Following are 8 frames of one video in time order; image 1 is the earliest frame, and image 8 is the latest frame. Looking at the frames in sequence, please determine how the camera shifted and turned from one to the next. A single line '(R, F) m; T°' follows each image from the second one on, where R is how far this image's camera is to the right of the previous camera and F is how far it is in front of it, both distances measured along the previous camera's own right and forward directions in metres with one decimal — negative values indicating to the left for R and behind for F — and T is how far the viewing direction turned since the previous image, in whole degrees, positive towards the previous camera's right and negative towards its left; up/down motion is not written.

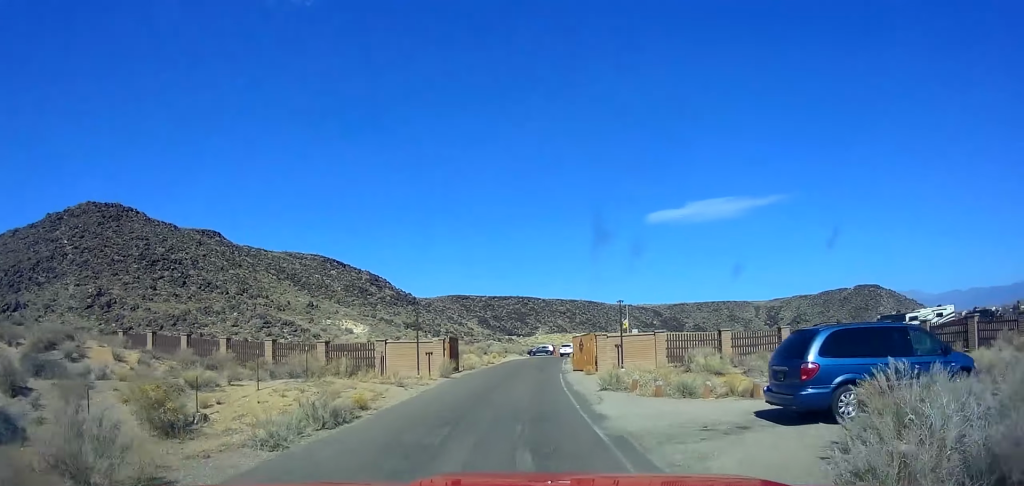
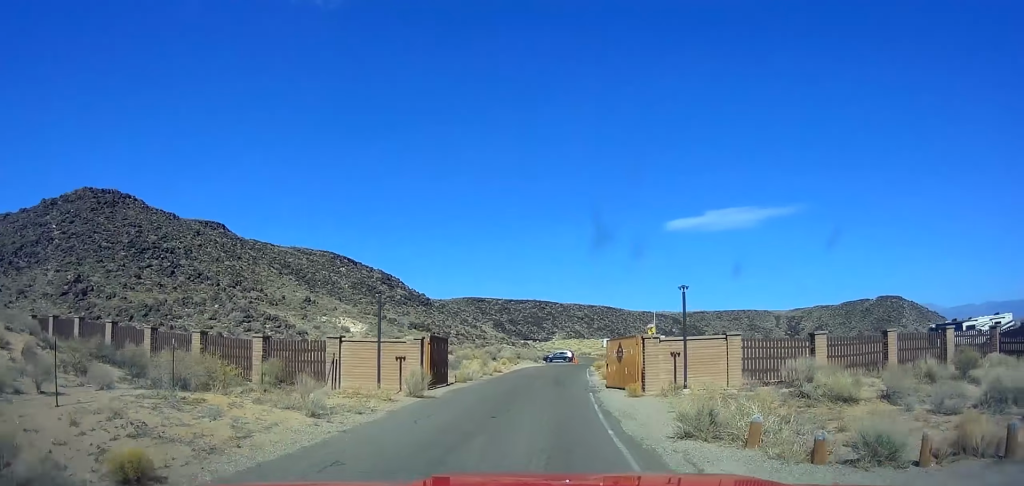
(+0.6, +8.3) m; +4°
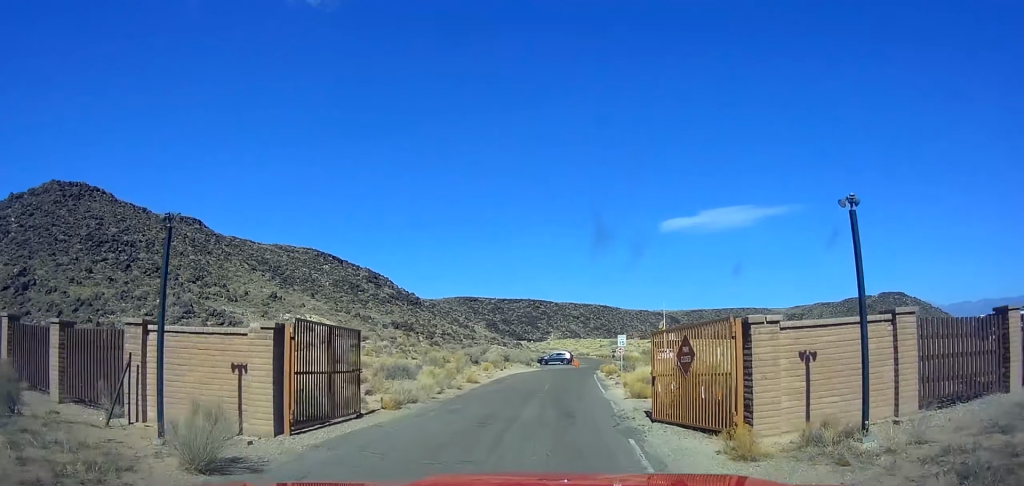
(+0.4, +9.5) m; +3°
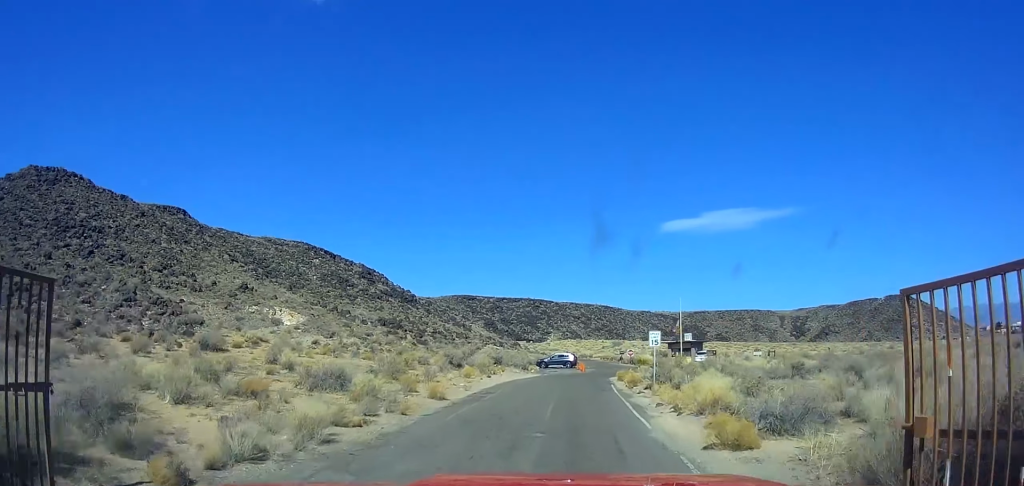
(0.0, +7.9) m; +1°
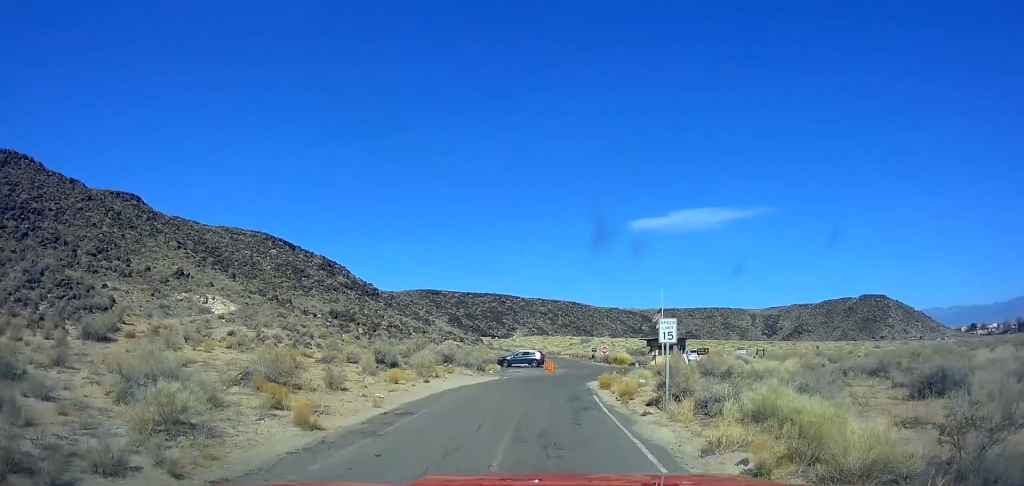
(0.0, +7.2) m; +1°
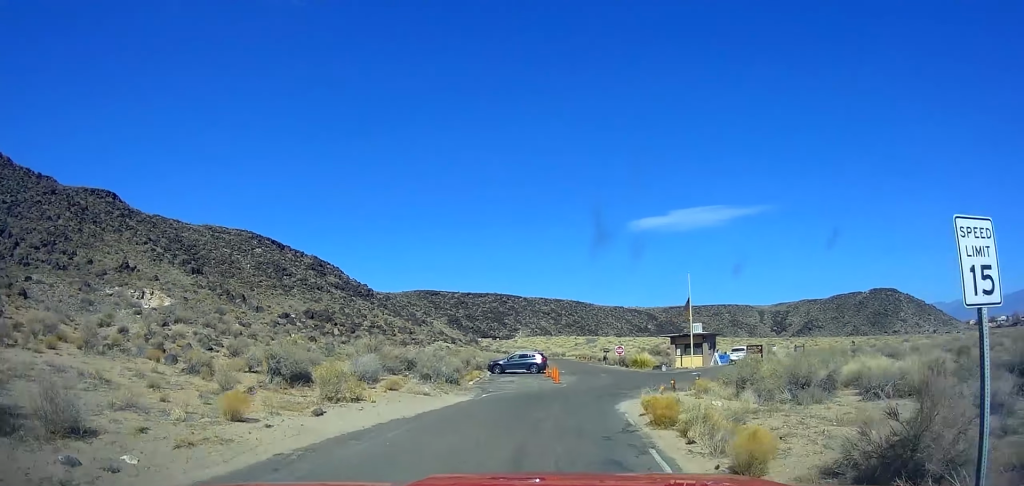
(+0.2, +10.7) m; 0°
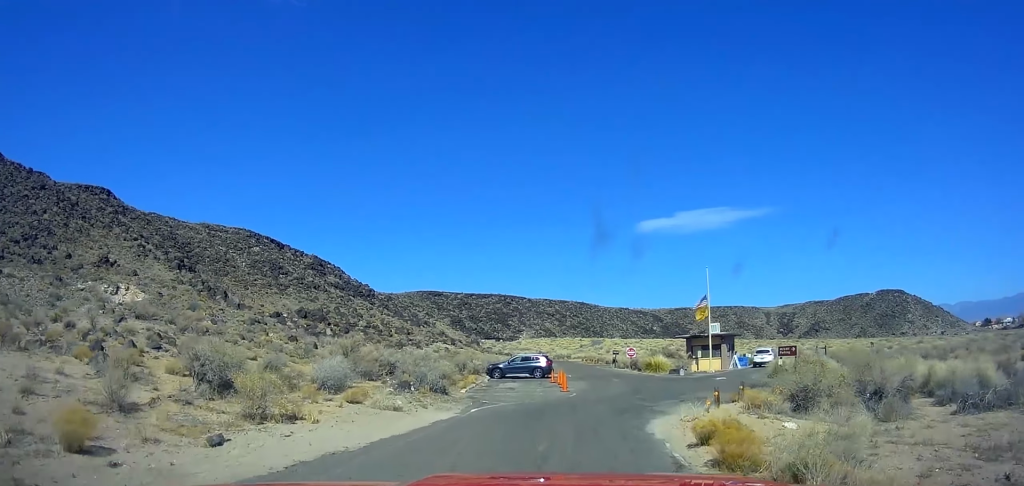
(-0.1, +8.1) m; 0°
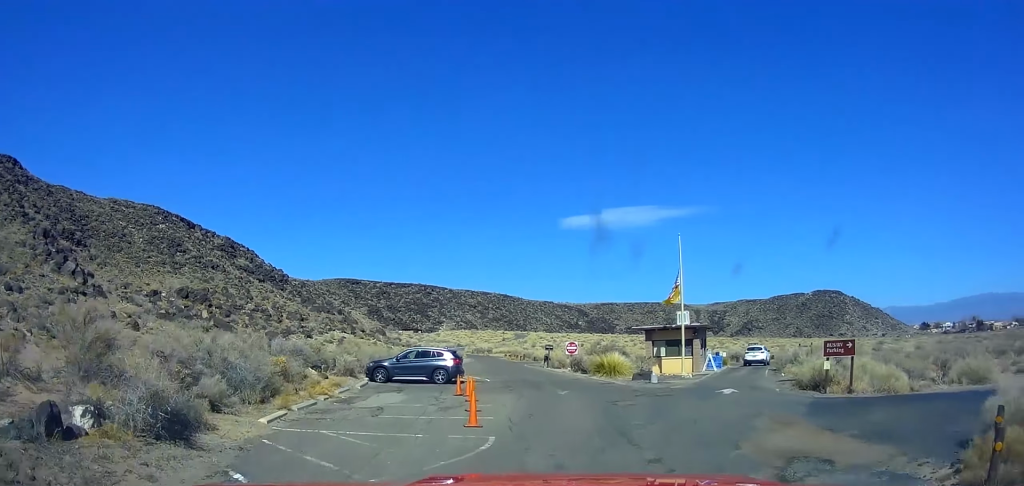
(+0.2, +12.6) m; +8°
